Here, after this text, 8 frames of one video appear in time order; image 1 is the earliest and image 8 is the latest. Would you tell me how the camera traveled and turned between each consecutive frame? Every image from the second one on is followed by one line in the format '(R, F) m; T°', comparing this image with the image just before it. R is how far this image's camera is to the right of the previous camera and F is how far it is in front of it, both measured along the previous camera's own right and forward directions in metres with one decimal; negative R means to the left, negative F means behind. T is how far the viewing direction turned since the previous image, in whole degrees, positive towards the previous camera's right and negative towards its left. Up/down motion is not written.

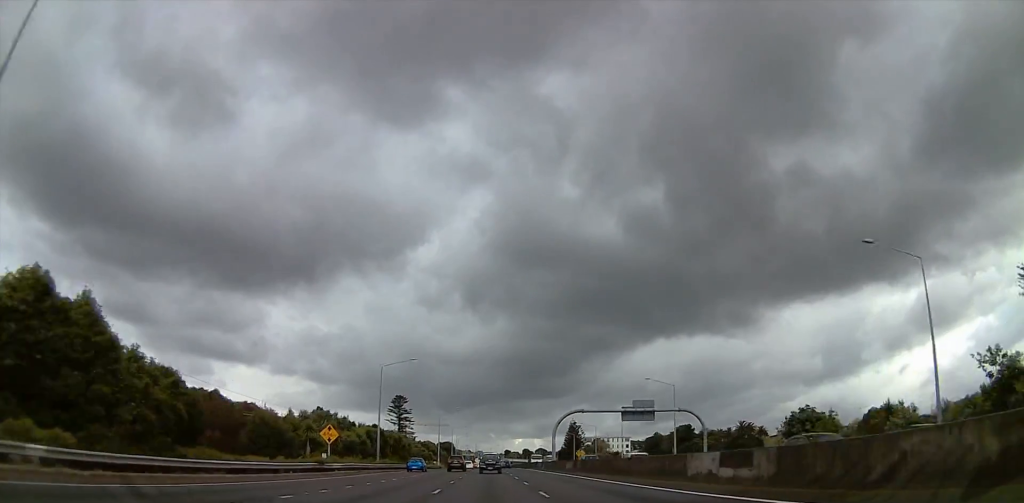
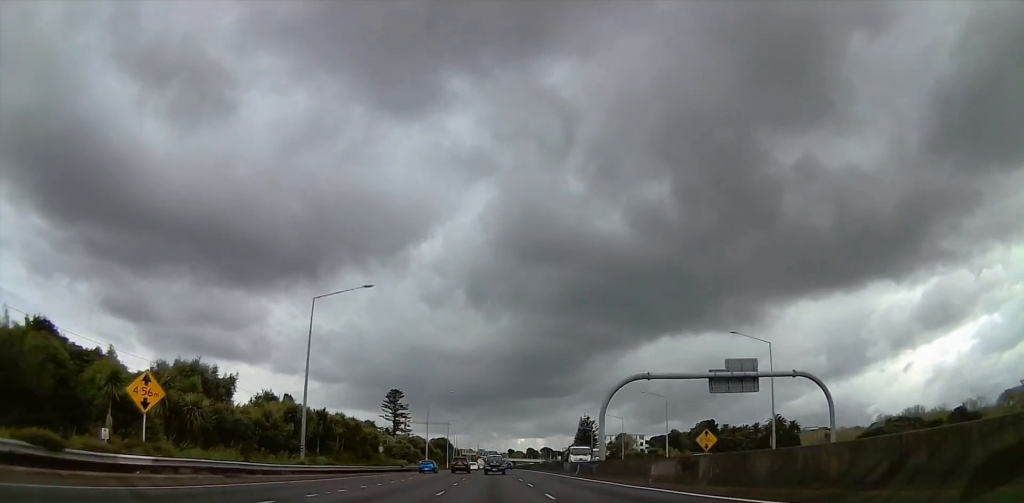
(0.0, +29.7) m; +3°
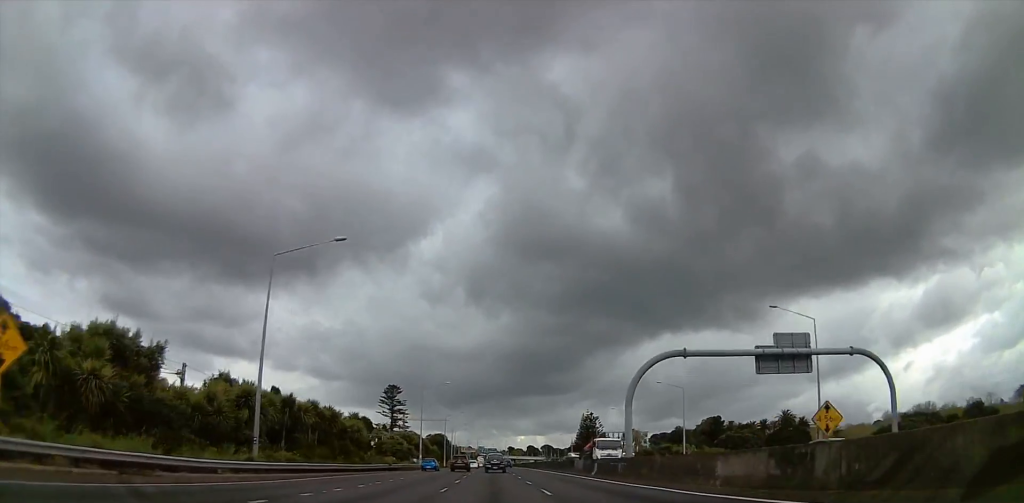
(+0.3, +8.6) m; 0°
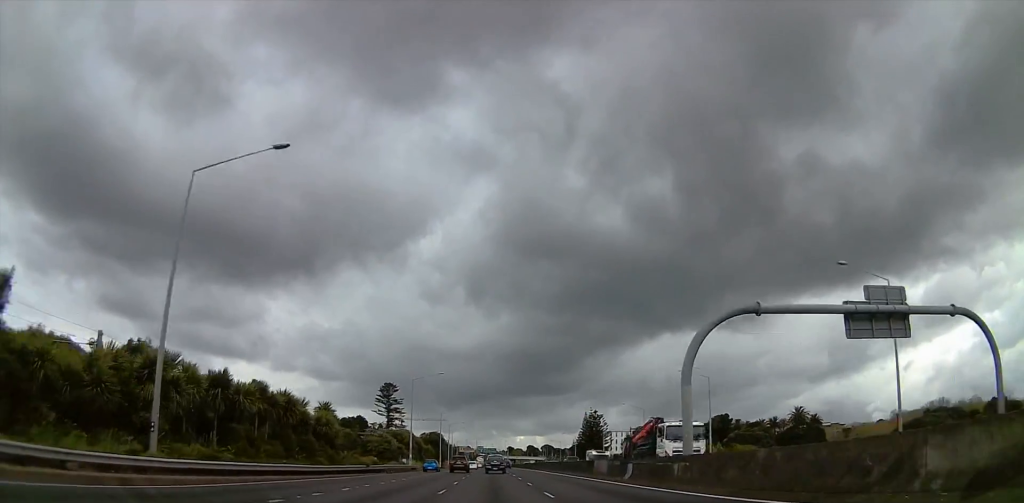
(+0.6, +11.2) m; 0°
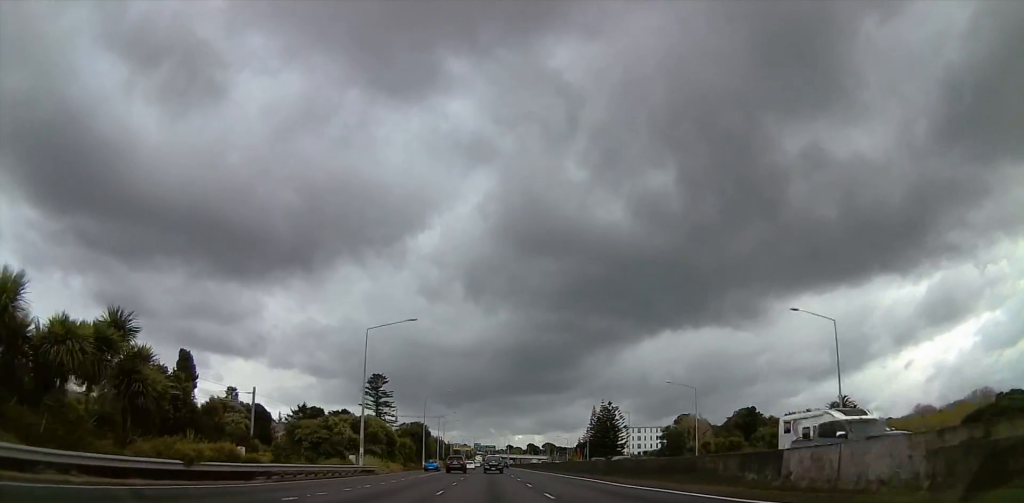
(-1.3, +30.3) m; -3°
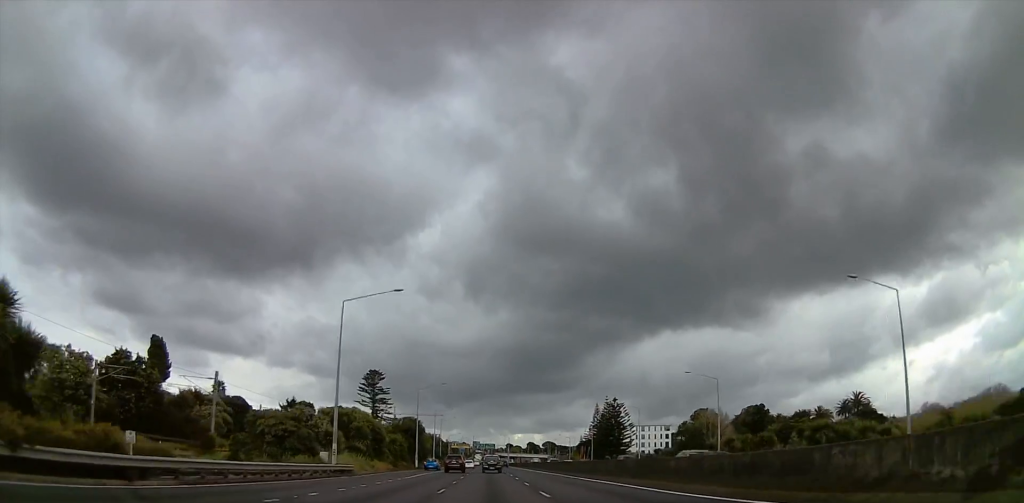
(-0.1, +8.7) m; +1°
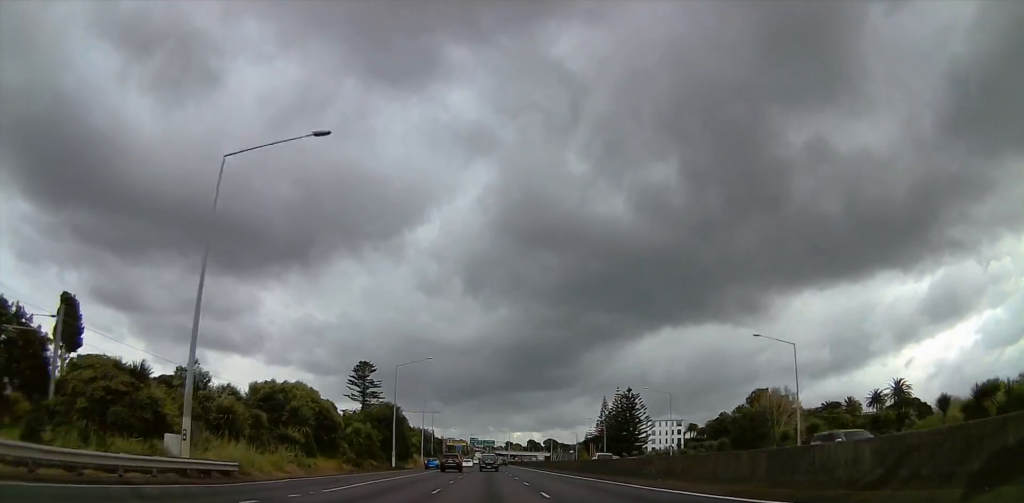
(+0.7, +21.0) m; +1°
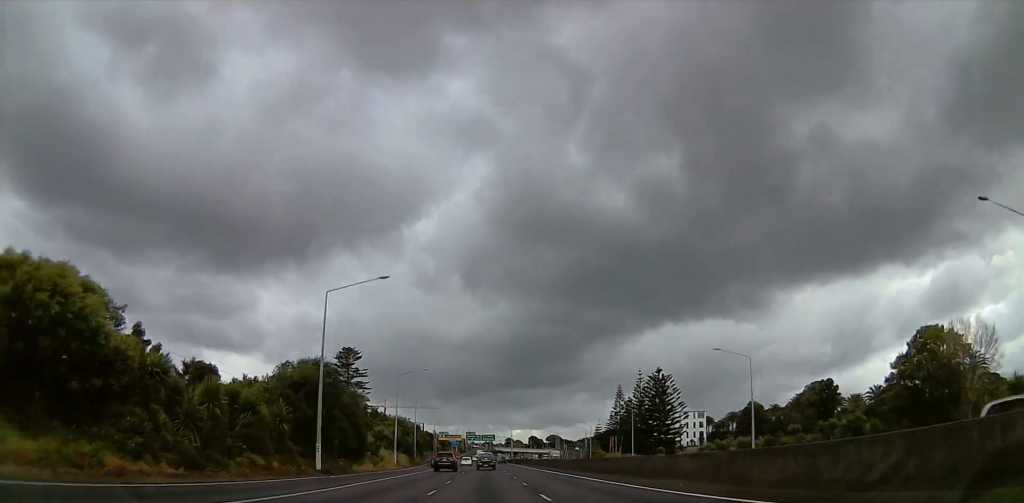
(-0.8, +30.7) m; -3°
